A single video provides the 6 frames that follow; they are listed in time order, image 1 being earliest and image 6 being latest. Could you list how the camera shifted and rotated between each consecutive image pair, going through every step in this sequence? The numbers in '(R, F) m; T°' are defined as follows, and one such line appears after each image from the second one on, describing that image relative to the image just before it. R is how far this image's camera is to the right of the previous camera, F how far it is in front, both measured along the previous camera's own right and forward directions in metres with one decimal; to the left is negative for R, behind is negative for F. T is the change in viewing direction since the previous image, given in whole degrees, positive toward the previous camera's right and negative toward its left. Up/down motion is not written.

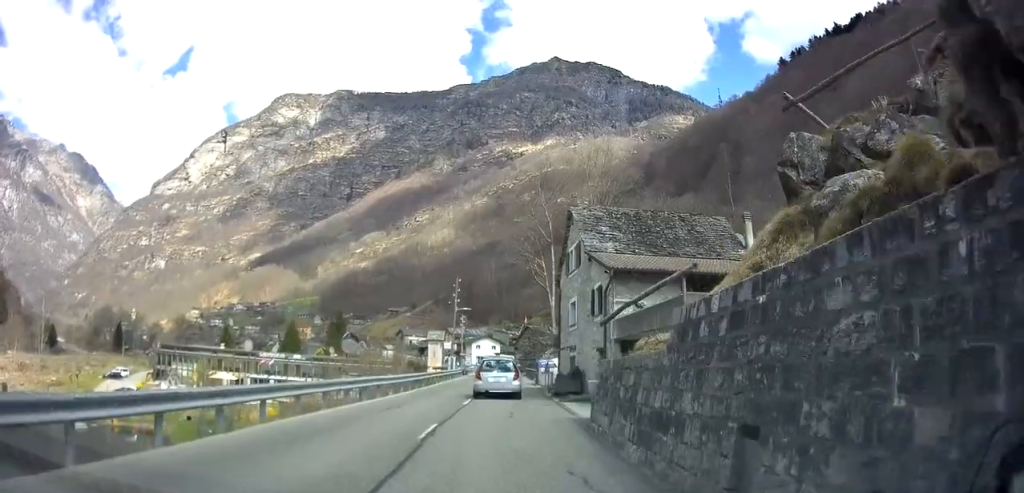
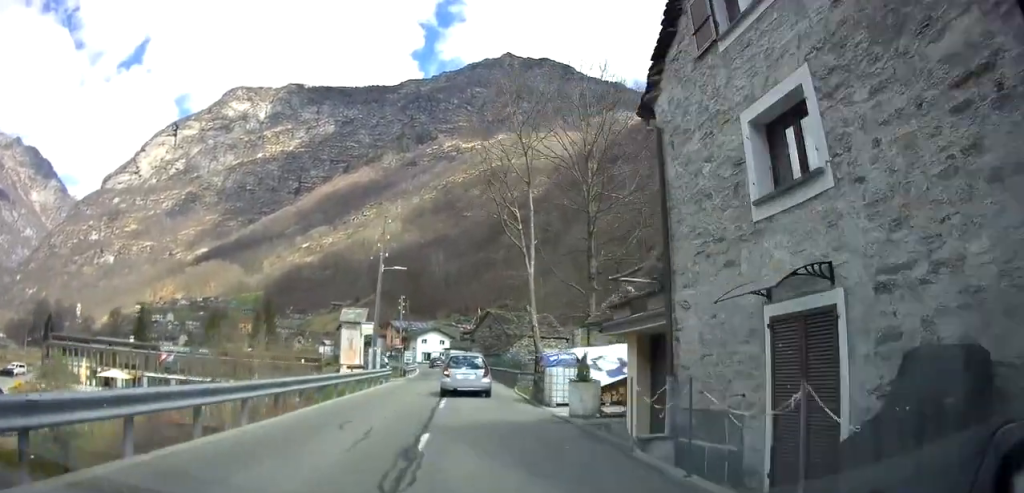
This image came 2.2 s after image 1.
(+1.2, +21.6) m; +6°
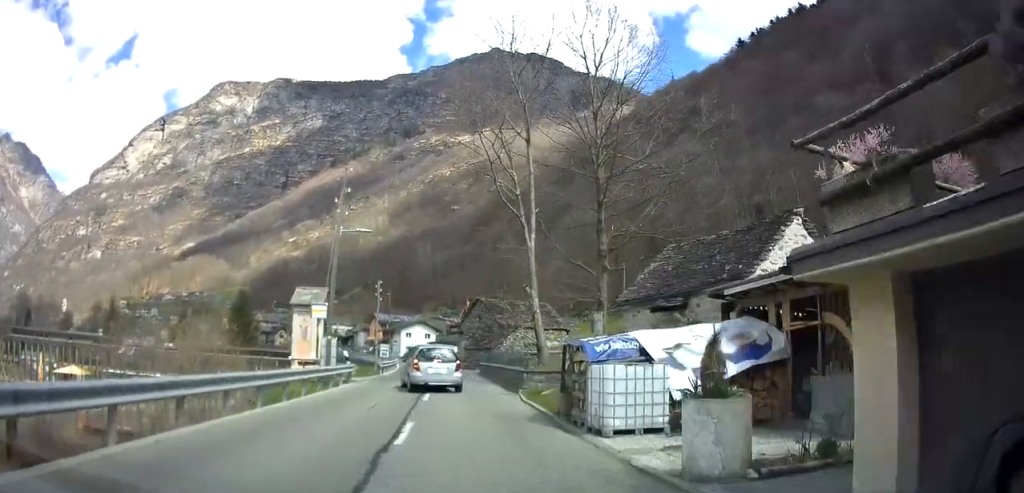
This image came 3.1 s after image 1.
(0.0, +8.4) m; 0°
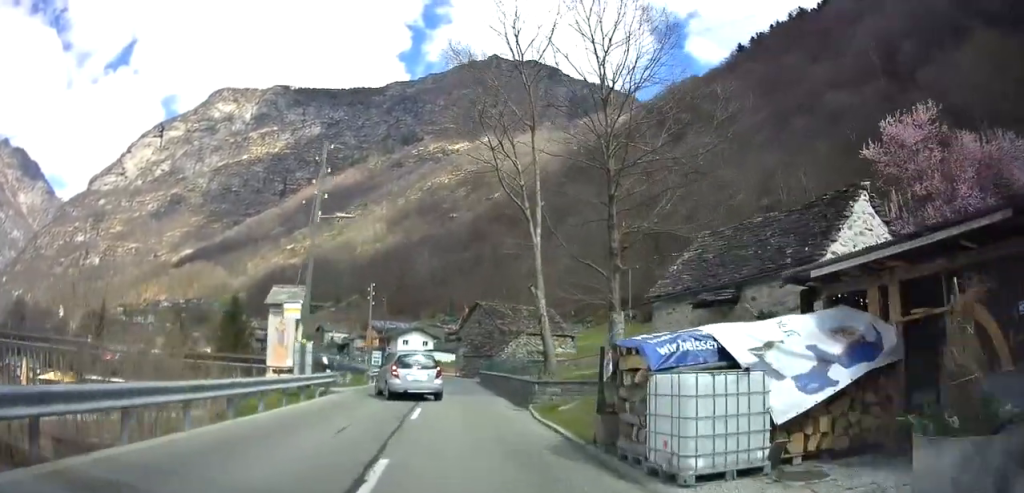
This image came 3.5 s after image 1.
(0.0, +3.9) m; 0°
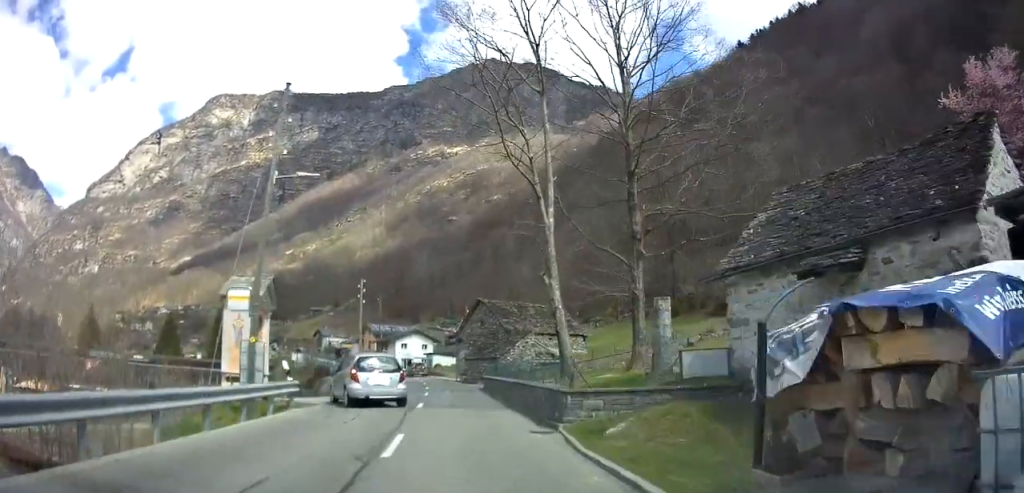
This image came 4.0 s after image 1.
(0.0, +5.0) m; 0°
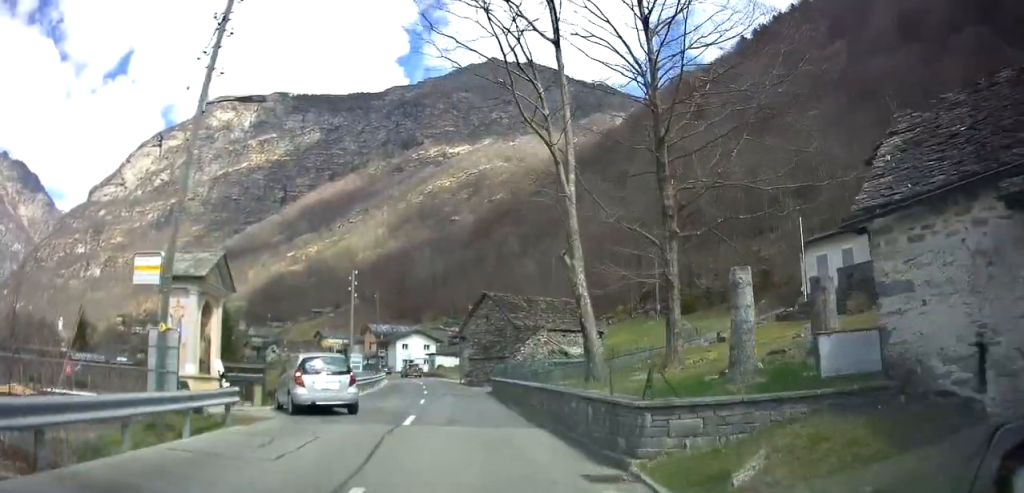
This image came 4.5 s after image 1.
(+0.1, +4.7) m; 0°
